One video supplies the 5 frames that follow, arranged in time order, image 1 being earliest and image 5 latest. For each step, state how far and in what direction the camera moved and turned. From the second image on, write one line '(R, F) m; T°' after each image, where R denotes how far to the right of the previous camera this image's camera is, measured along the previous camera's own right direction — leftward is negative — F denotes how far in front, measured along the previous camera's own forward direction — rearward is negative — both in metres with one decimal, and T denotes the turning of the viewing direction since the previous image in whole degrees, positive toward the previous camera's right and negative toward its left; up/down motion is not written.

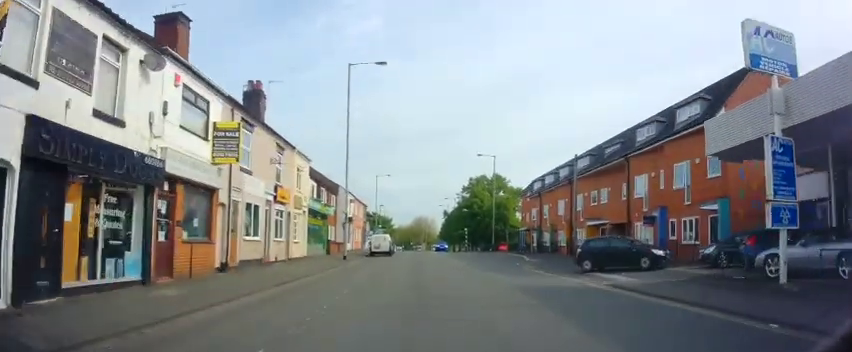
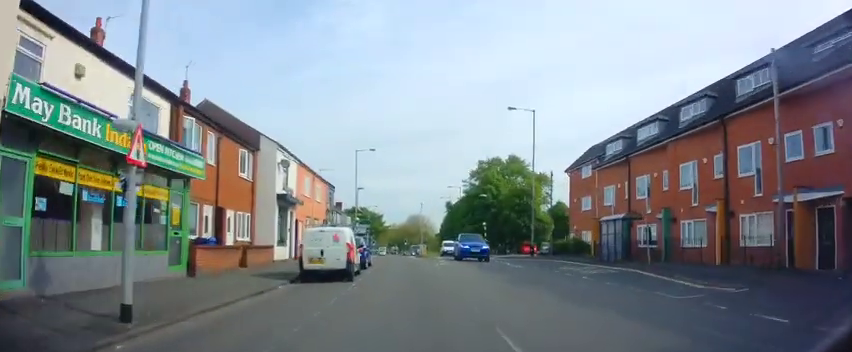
(0.0, +21.6) m; 0°
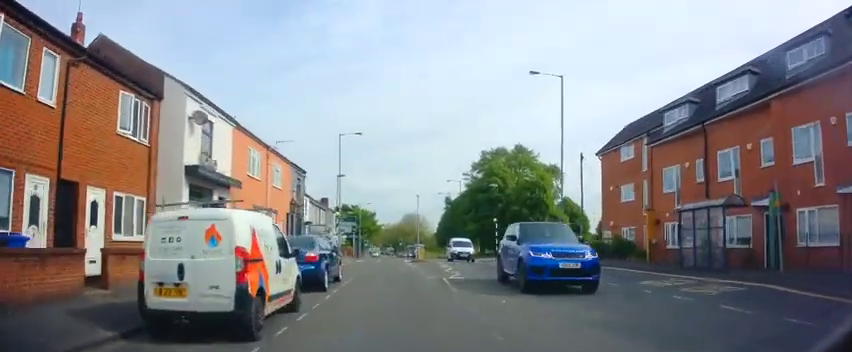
(+0.1, +8.9) m; +1°
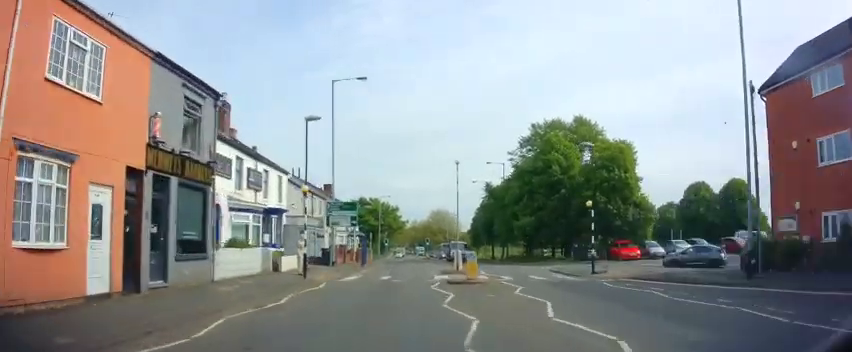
(-0.2, +16.7) m; -3°
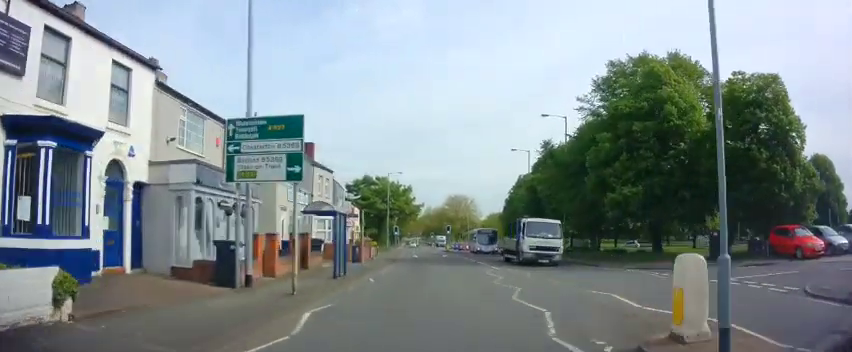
(-0.6, +18.3) m; -2°
